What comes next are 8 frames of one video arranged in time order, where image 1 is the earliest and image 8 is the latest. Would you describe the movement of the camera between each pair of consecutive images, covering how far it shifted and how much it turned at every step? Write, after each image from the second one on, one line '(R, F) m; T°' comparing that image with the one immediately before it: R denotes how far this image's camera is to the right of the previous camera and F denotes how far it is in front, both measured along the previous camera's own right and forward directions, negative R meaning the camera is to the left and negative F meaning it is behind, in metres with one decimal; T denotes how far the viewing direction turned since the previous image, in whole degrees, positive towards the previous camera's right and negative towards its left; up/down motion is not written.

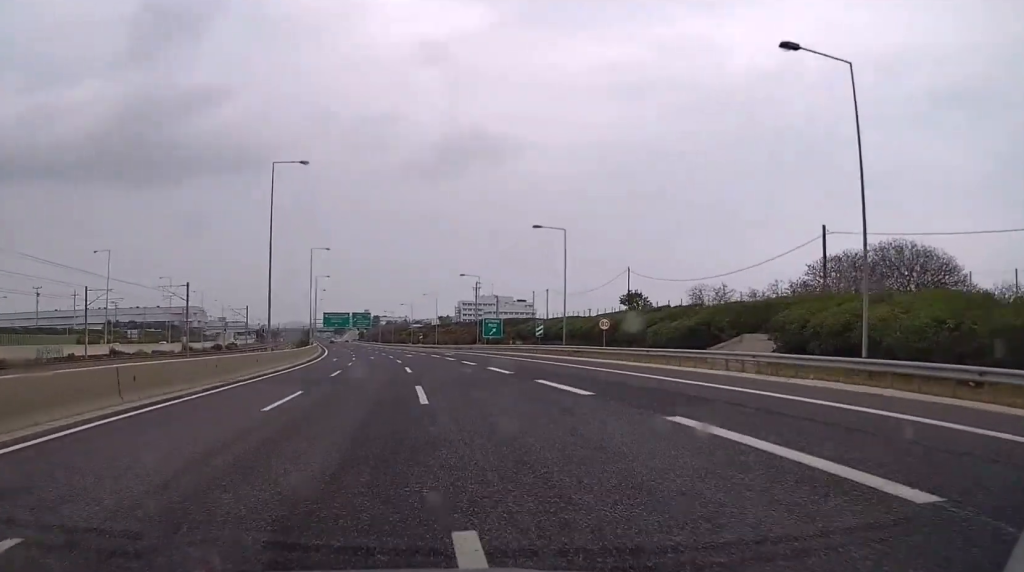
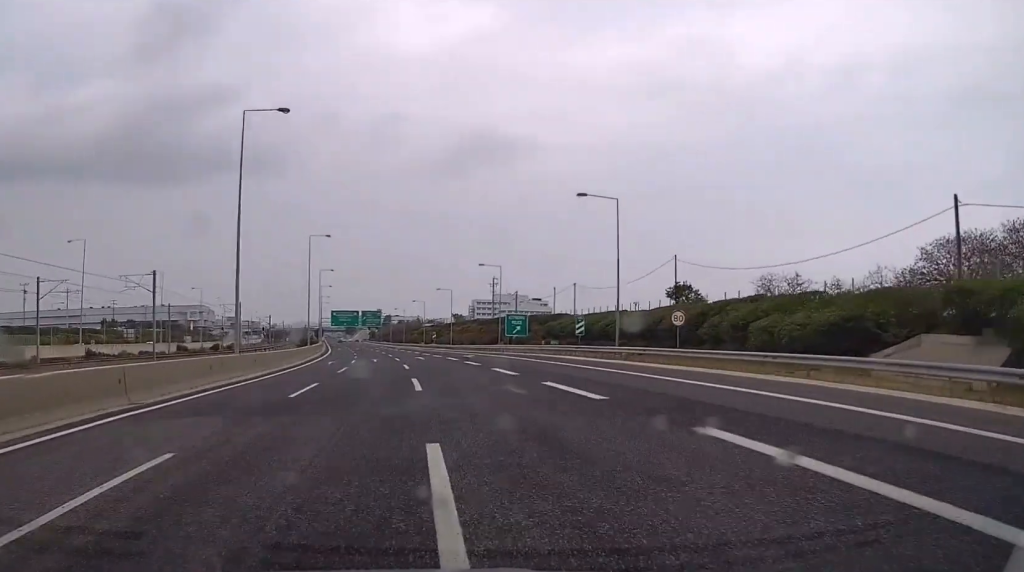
(0.0, +13.5) m; -1°
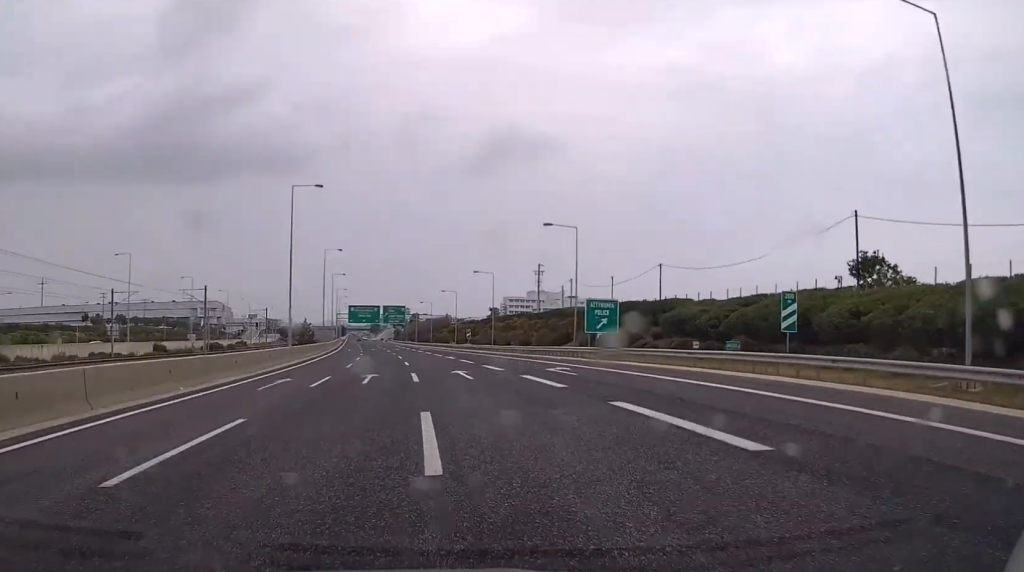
(-0.6, +31.7) m; -2°
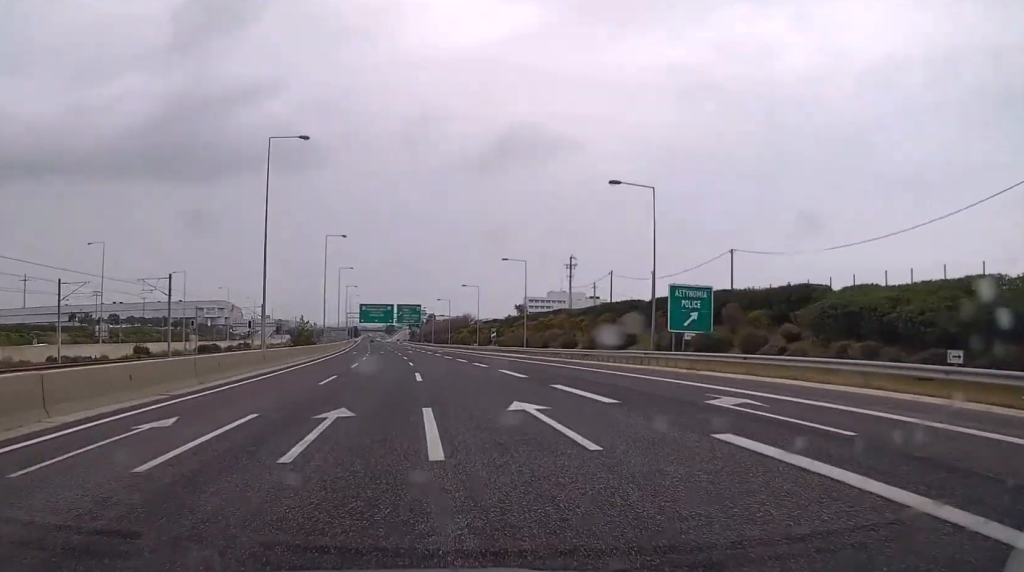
(-0.2, +17.3) m; -1°
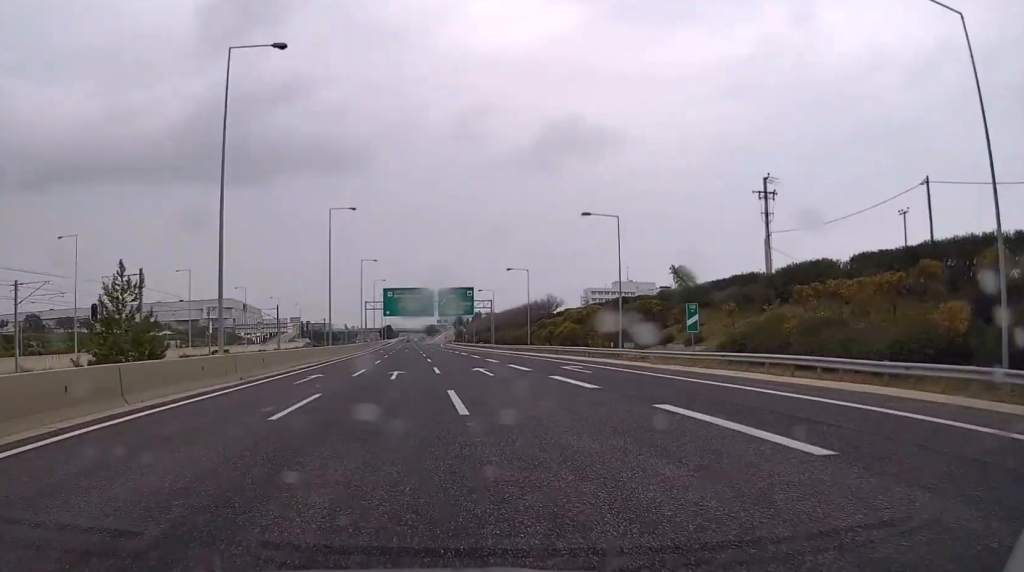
(-2.6, +67.5) m; -4°
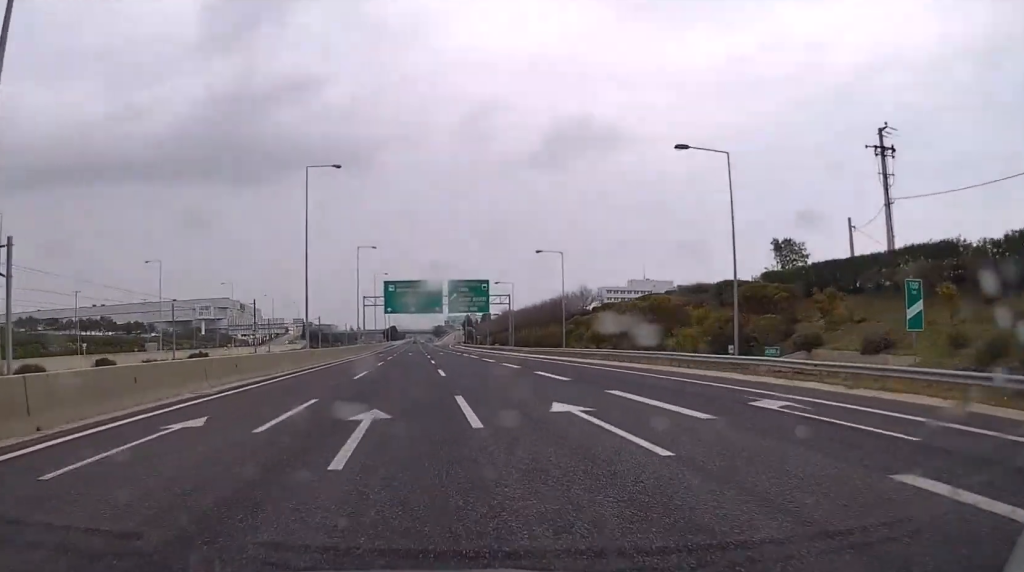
(-0.1, +19.8) m; 0°
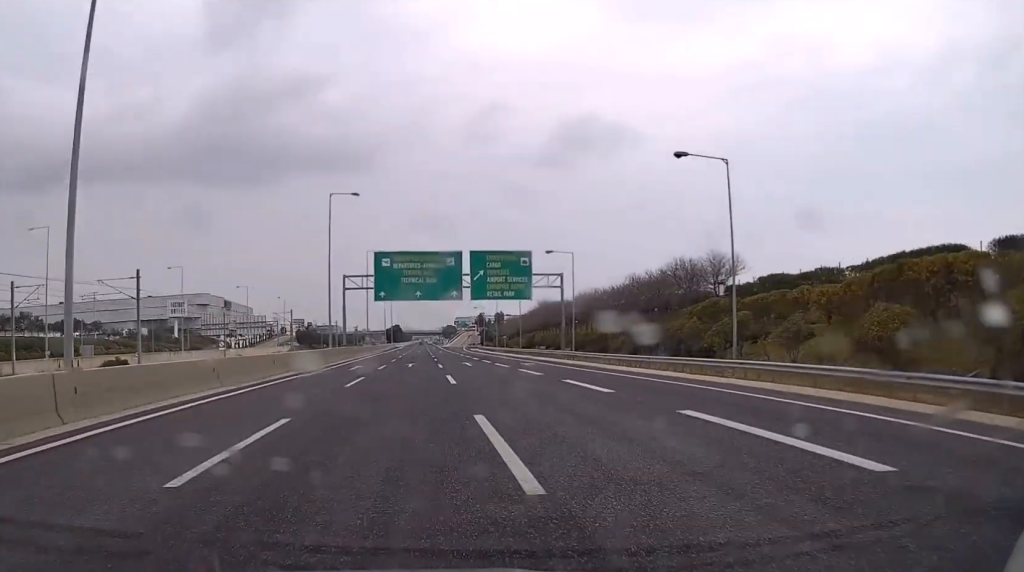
(-0.3, +41.1) m; -1°
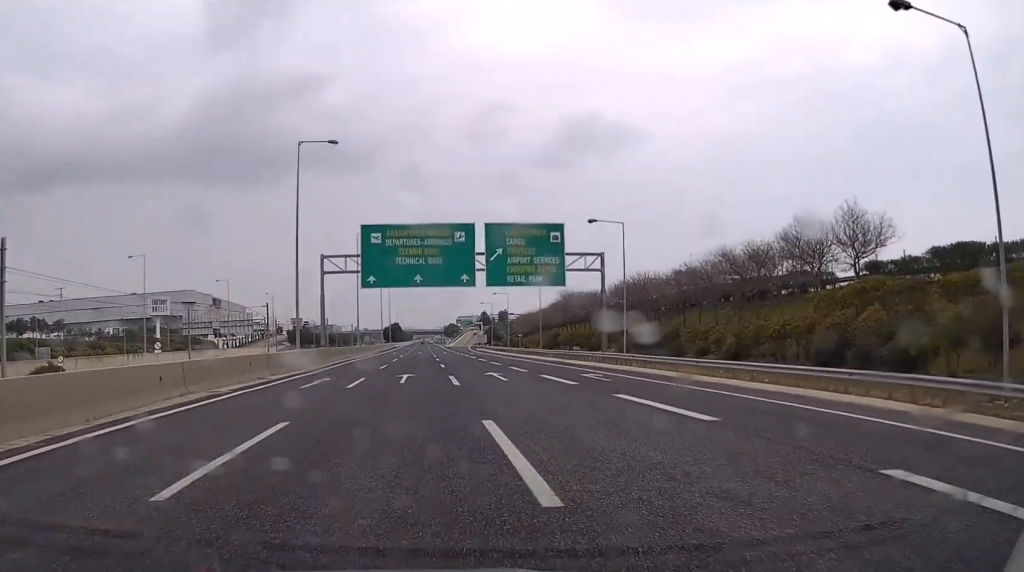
(0.0, +18.6) m; 0°
